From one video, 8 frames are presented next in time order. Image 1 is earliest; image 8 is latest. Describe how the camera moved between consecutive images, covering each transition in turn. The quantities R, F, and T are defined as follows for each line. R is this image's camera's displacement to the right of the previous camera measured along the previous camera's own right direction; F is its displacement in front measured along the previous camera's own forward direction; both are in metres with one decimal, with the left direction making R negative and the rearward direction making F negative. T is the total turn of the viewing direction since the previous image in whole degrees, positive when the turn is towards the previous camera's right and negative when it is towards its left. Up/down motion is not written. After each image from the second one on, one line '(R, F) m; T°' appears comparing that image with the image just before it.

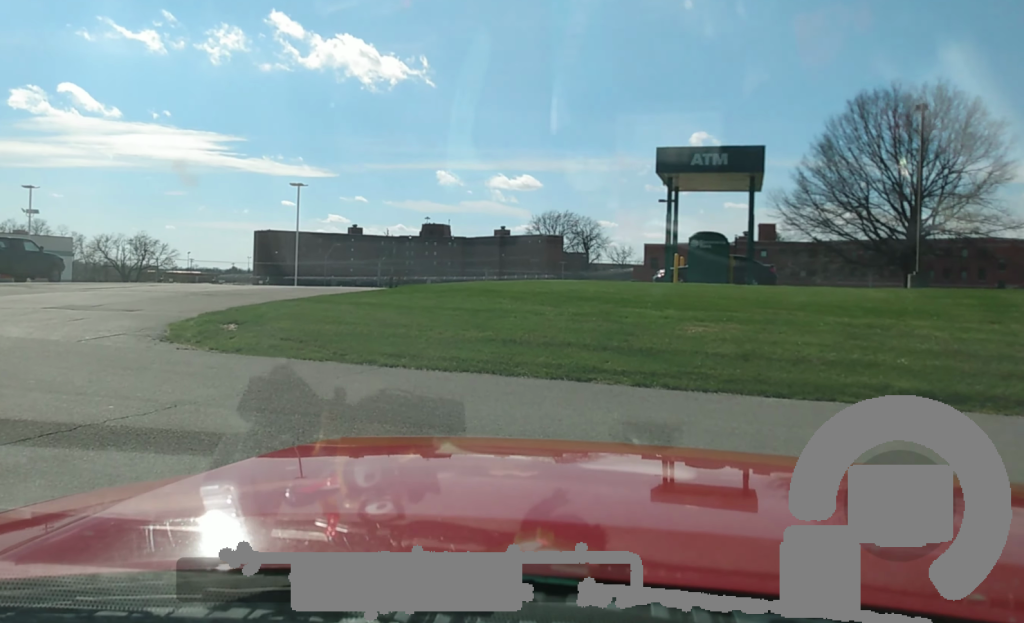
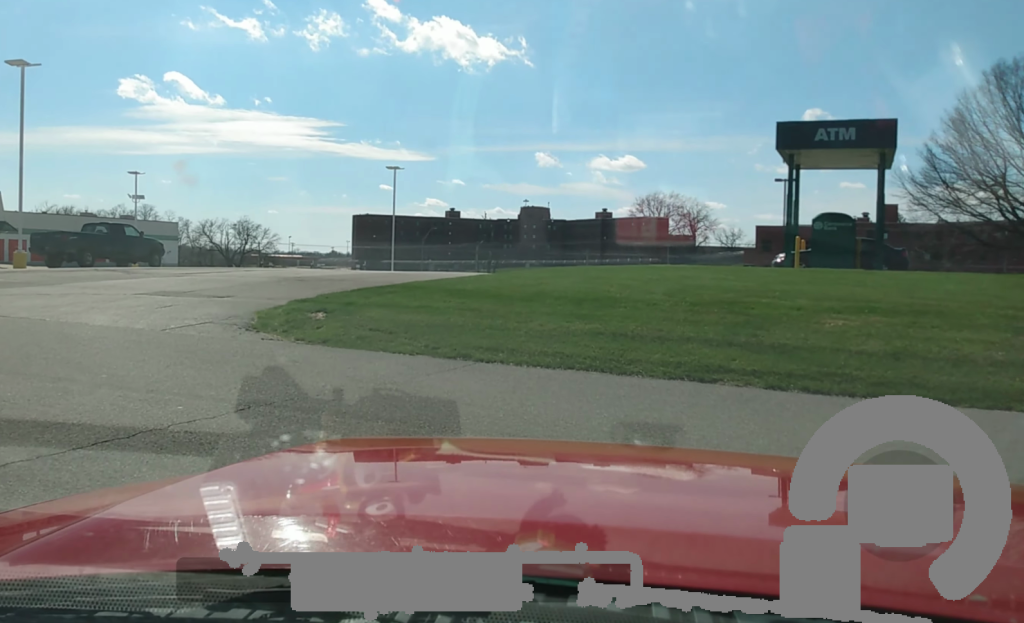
(0.0, +1.4) m; -6°
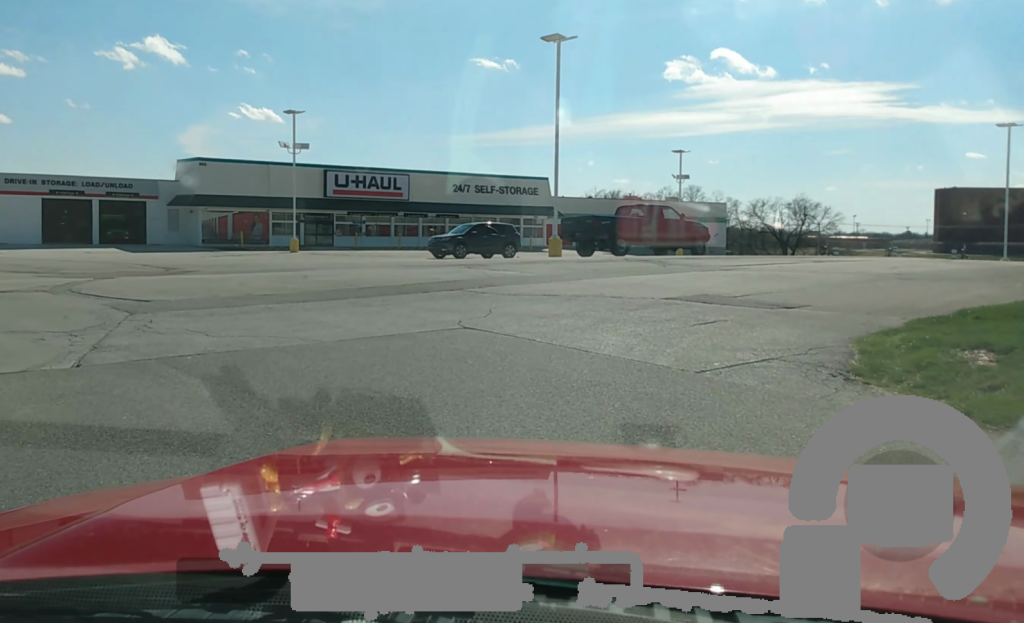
(-1.0, +5.2) m; -21°
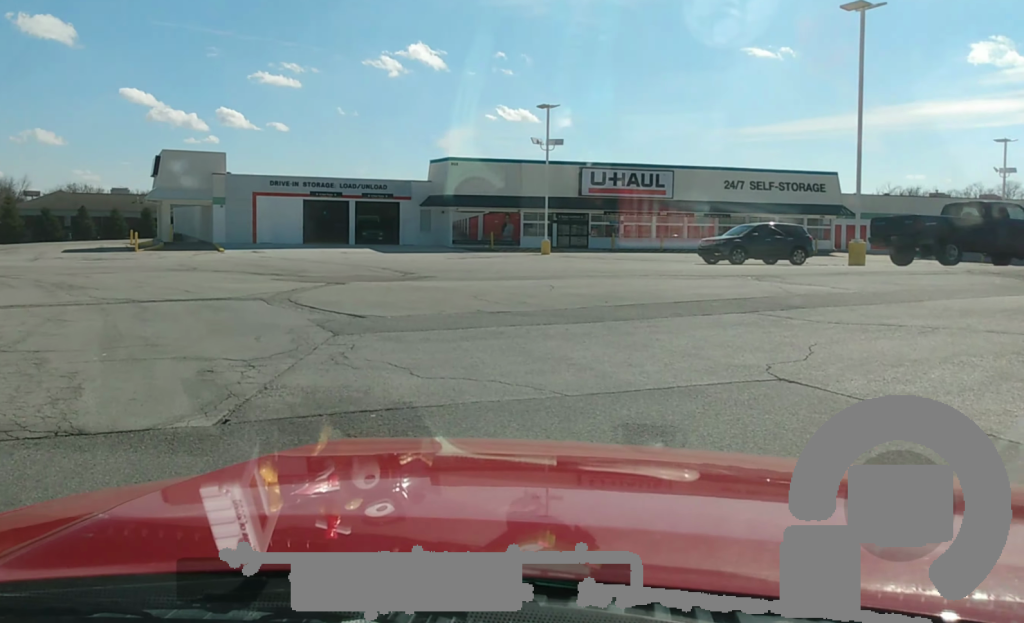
(-0.3, +2.8) m; -11°
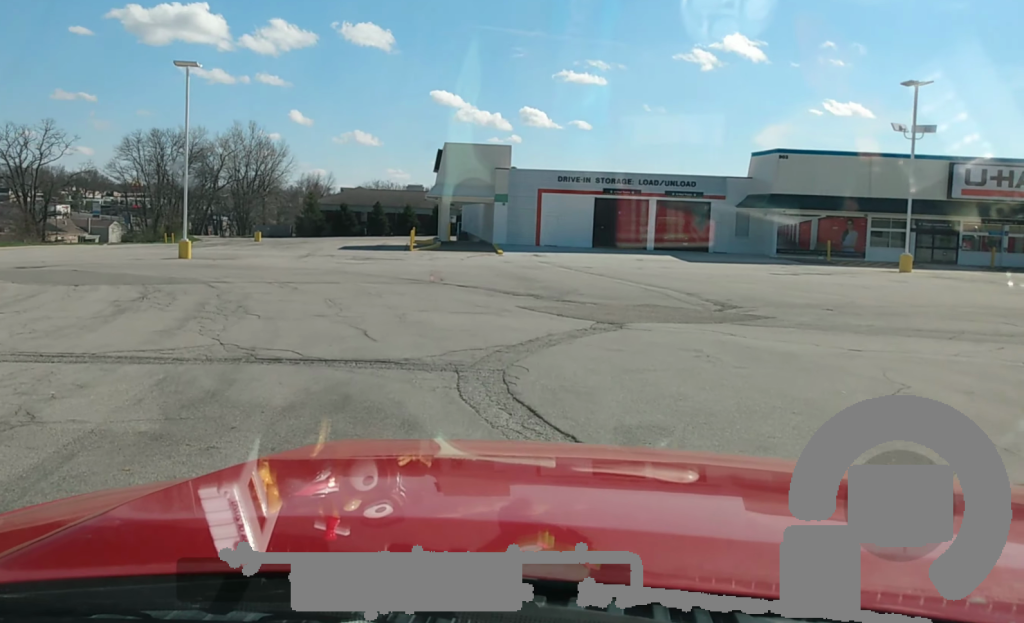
(-1.6, +7.9) m; -18°
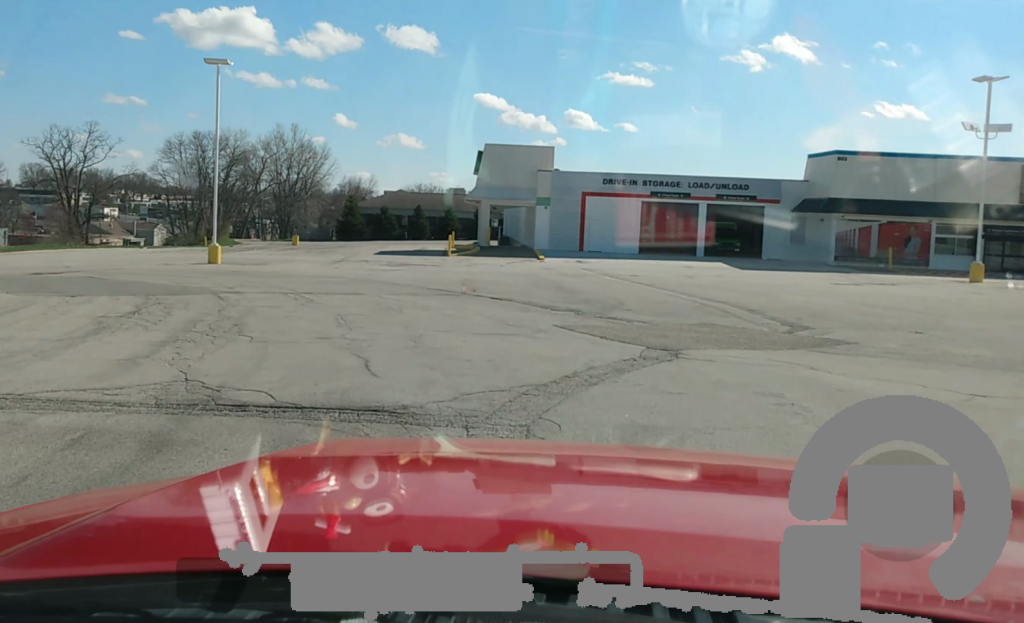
(0.0, +2.8) m; -3°
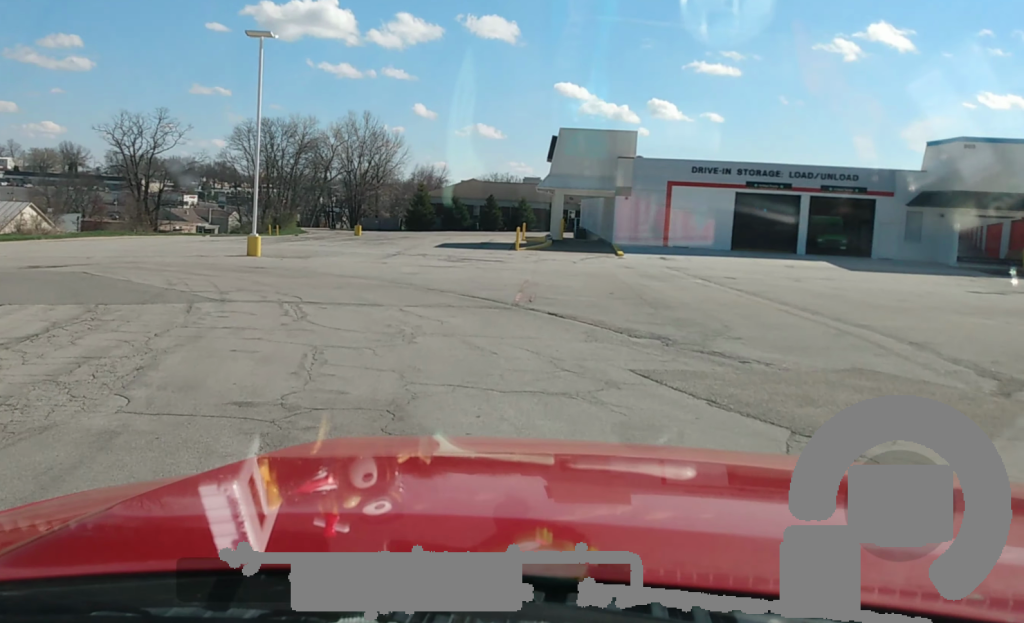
(-0.5, +6.8) m; -9°
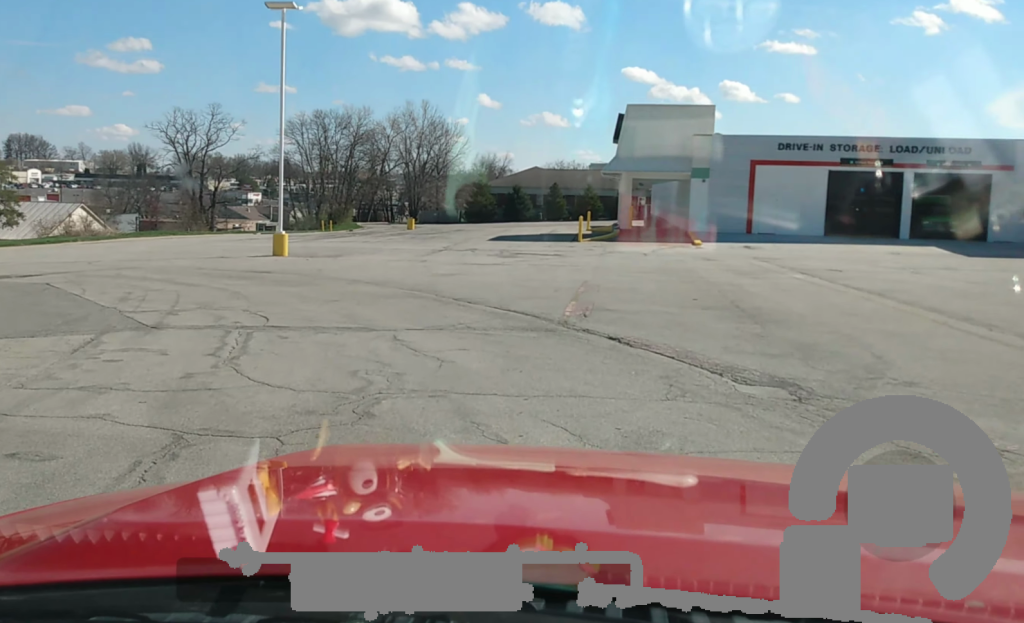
(-0.4, +6.3) m; -6°
